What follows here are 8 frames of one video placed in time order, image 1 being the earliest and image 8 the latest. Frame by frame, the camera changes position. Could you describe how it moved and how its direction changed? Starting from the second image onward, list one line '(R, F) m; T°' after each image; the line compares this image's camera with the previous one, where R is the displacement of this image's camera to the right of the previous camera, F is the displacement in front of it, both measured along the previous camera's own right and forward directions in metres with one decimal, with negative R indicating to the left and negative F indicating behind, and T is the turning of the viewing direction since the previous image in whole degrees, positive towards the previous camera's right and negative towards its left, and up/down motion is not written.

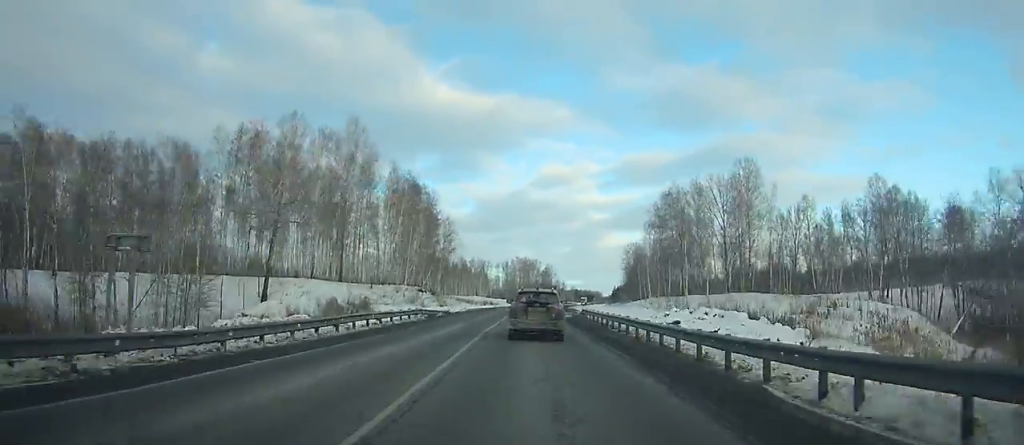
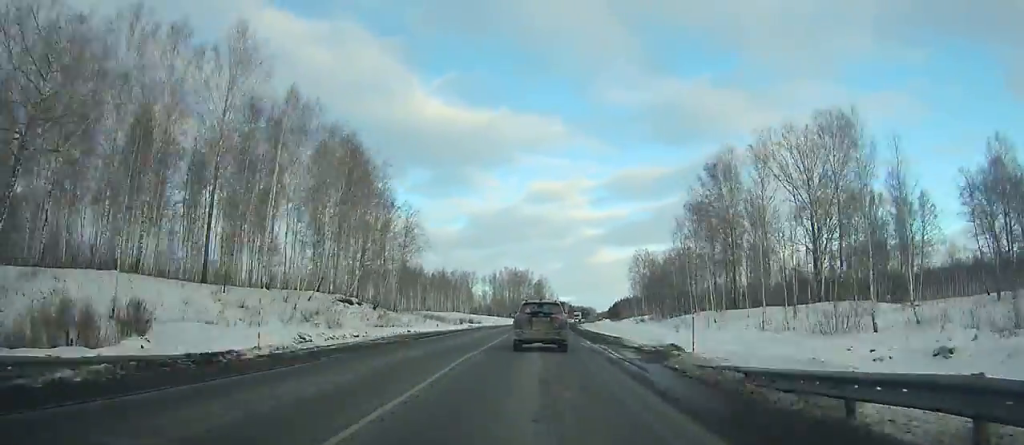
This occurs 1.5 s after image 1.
(+0.6, +35.9) m; +1°
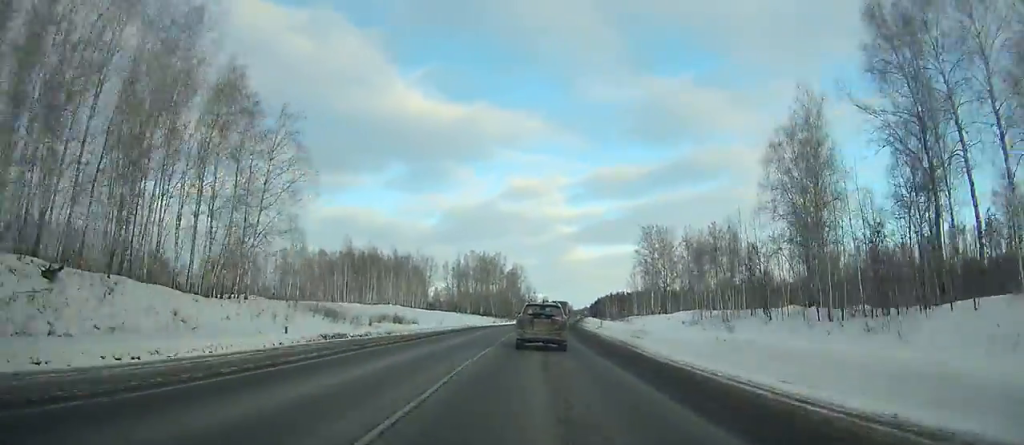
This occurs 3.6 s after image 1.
(+0.8, +50.0) m; +2°
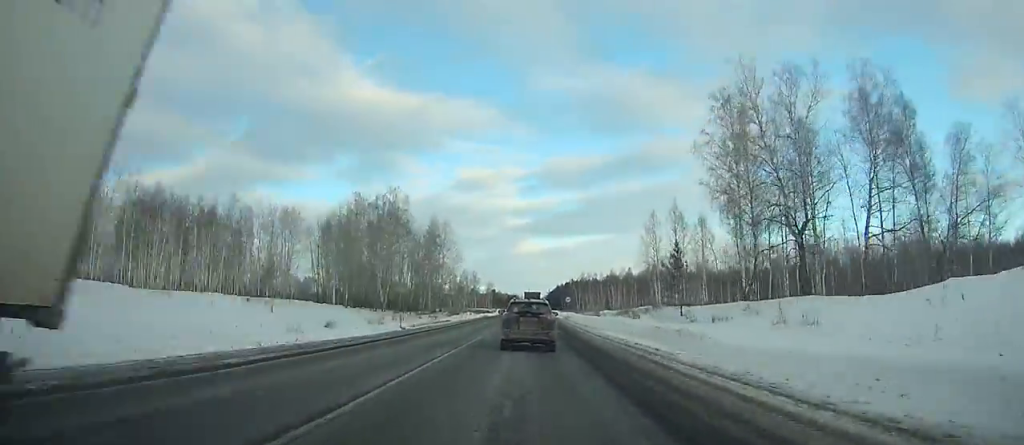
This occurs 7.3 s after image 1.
(+3.2, +86.9) m; +4°
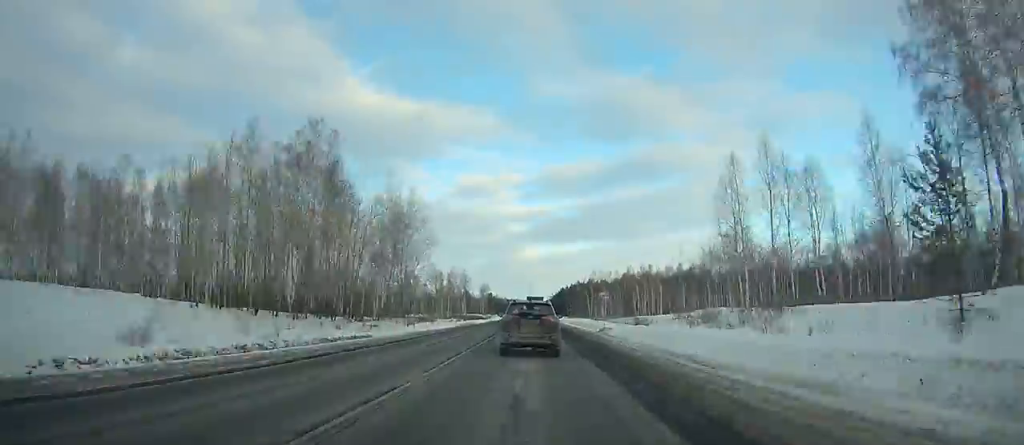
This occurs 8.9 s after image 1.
(+0.5, +37.0) m; +1°
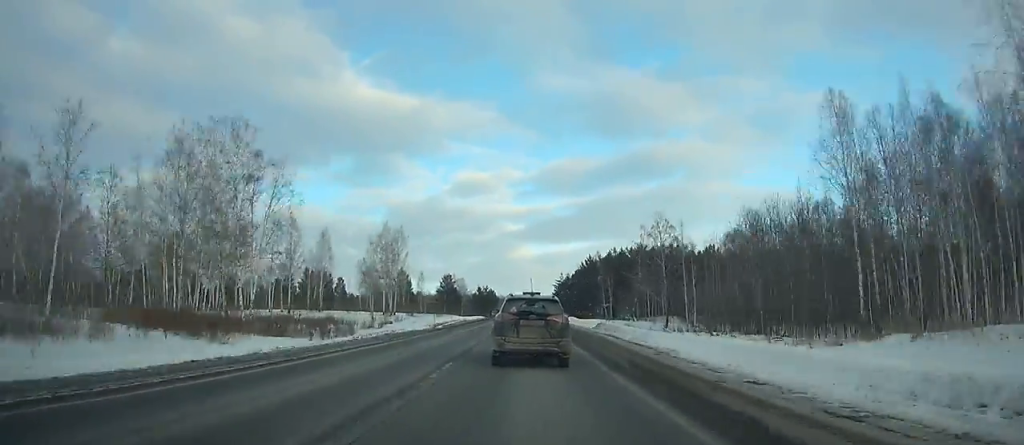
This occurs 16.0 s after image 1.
(+0.8, +153.0) m; 0°
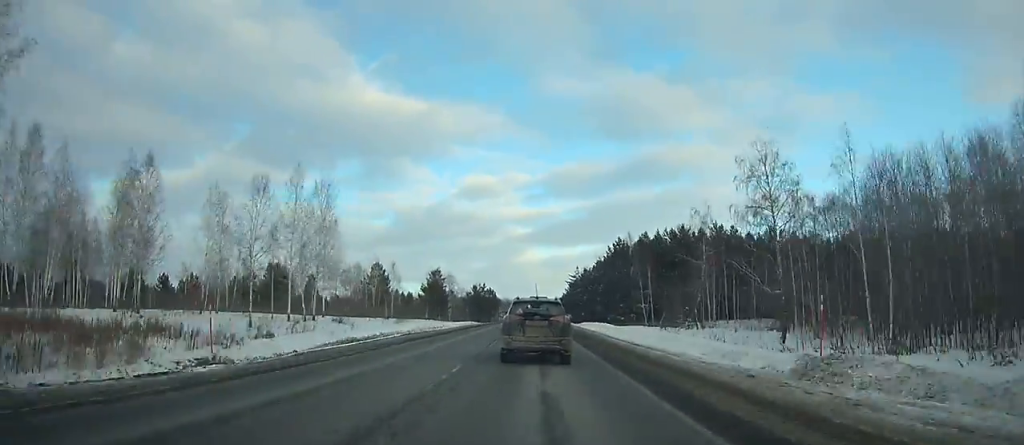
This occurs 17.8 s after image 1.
(0.0, +36.6) m; 0°
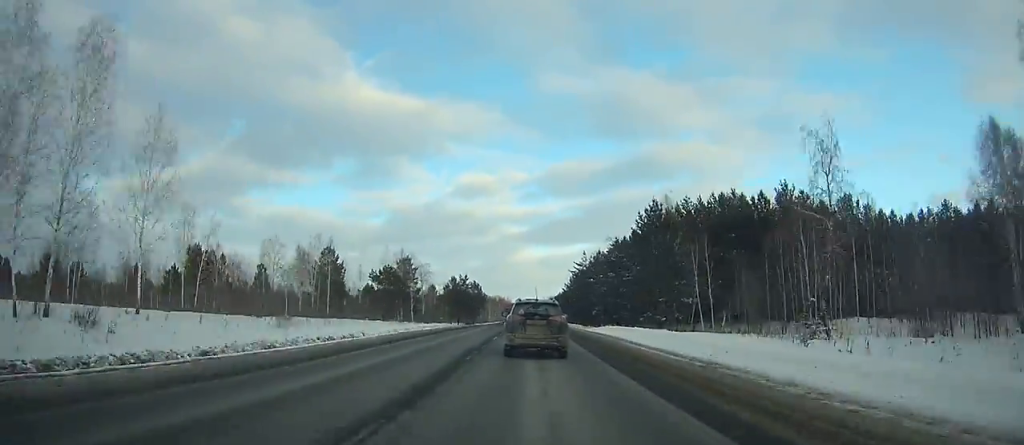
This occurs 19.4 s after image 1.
(0.0, +32.0) m; 0°
